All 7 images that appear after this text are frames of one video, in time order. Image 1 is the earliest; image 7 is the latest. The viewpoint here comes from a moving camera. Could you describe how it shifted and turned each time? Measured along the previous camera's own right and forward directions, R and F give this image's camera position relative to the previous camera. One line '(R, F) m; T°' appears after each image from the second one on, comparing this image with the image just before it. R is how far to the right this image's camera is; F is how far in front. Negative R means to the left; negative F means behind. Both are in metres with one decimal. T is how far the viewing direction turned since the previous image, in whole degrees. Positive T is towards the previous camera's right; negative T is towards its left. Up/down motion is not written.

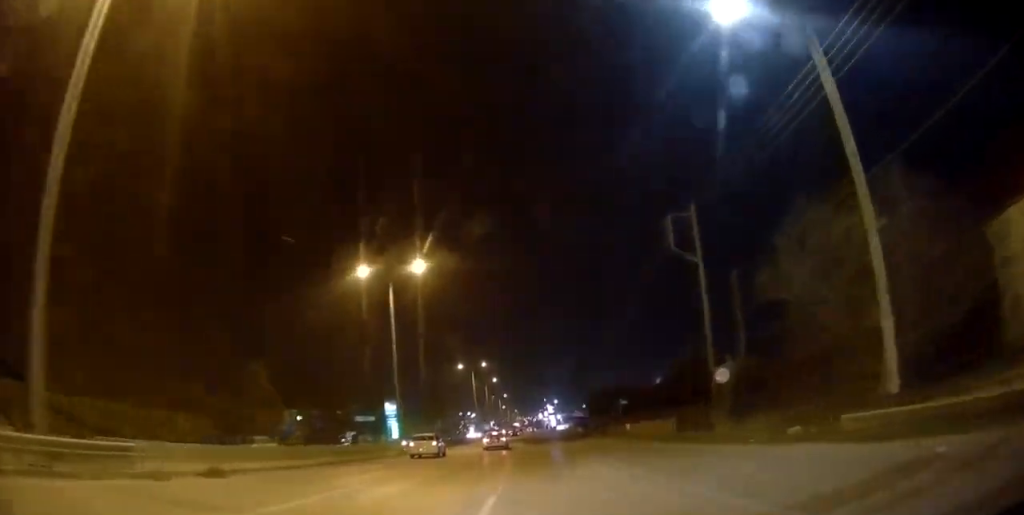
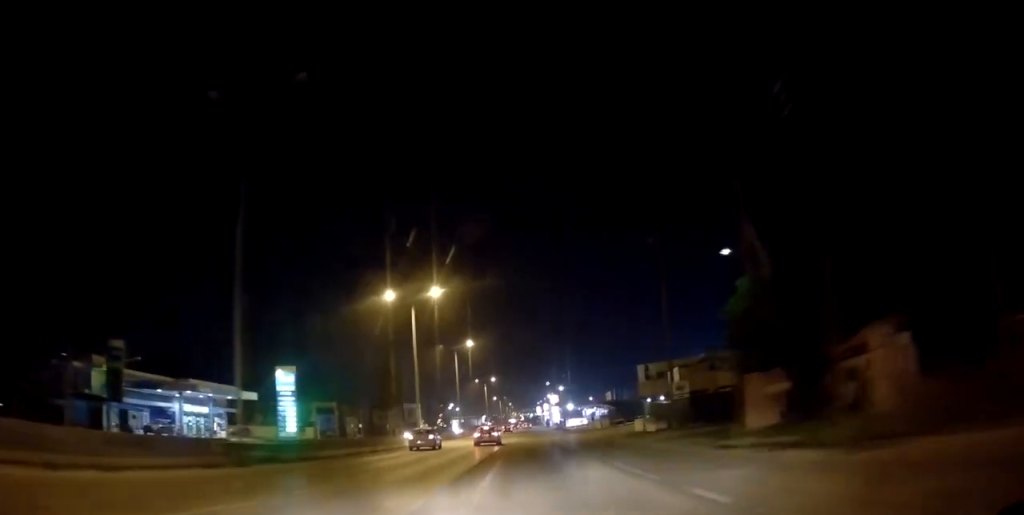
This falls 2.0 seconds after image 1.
(+0.5, +51.6) m; +1°
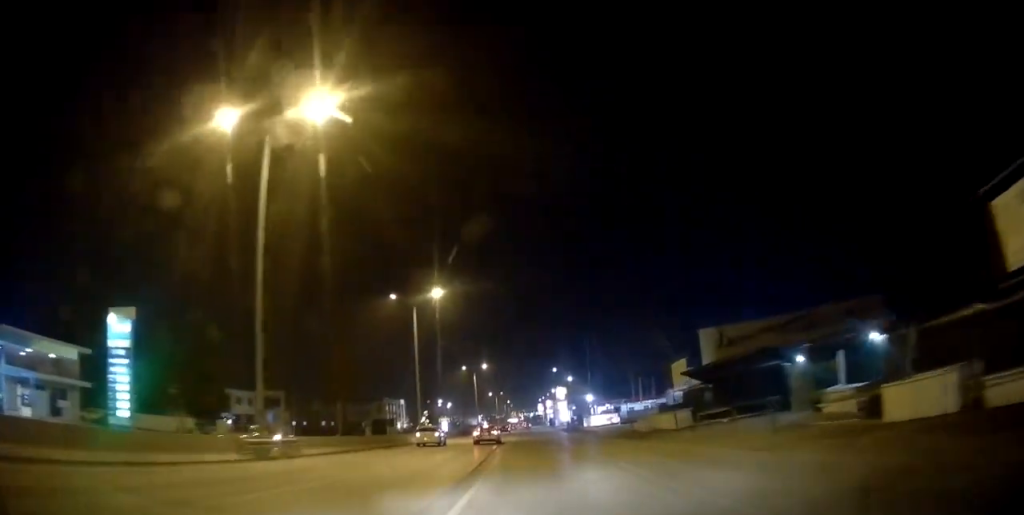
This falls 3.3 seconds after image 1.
(-0.1, +31.8) m; +1°
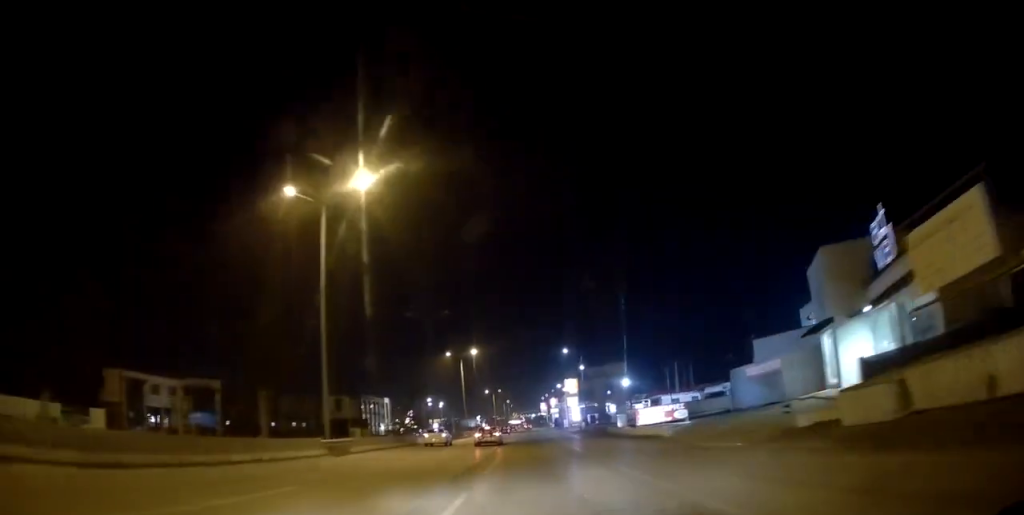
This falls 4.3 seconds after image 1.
(+0.3, +24.9) m; +1°
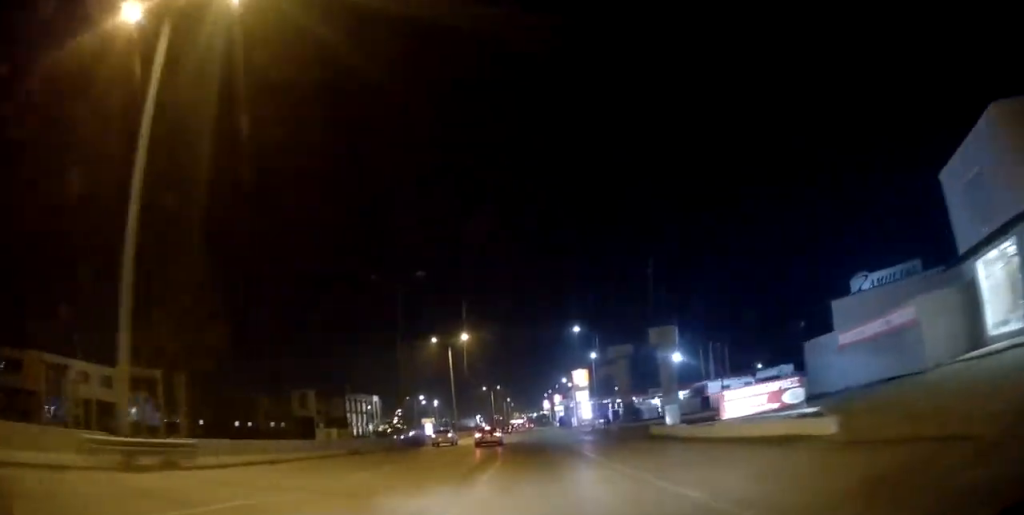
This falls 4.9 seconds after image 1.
(0.0, +15.1) m; -1°
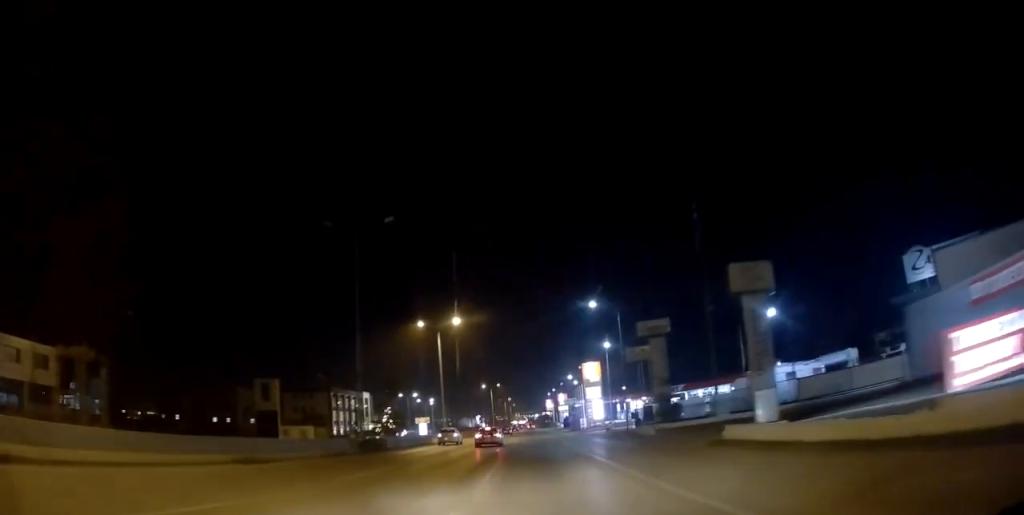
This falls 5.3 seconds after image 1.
(+0.2, +11.8) m; -1°
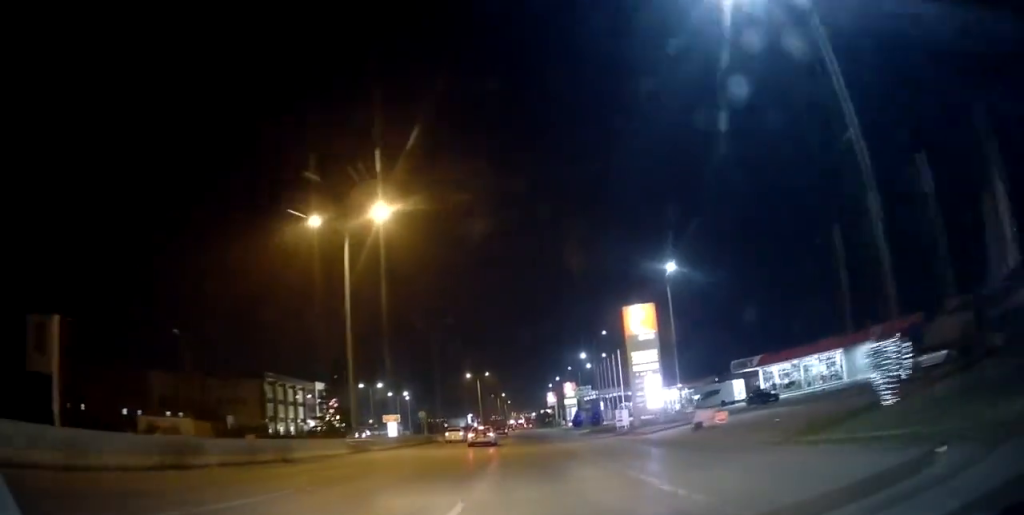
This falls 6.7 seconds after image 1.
(-0.5, +32.8) m; 0°
